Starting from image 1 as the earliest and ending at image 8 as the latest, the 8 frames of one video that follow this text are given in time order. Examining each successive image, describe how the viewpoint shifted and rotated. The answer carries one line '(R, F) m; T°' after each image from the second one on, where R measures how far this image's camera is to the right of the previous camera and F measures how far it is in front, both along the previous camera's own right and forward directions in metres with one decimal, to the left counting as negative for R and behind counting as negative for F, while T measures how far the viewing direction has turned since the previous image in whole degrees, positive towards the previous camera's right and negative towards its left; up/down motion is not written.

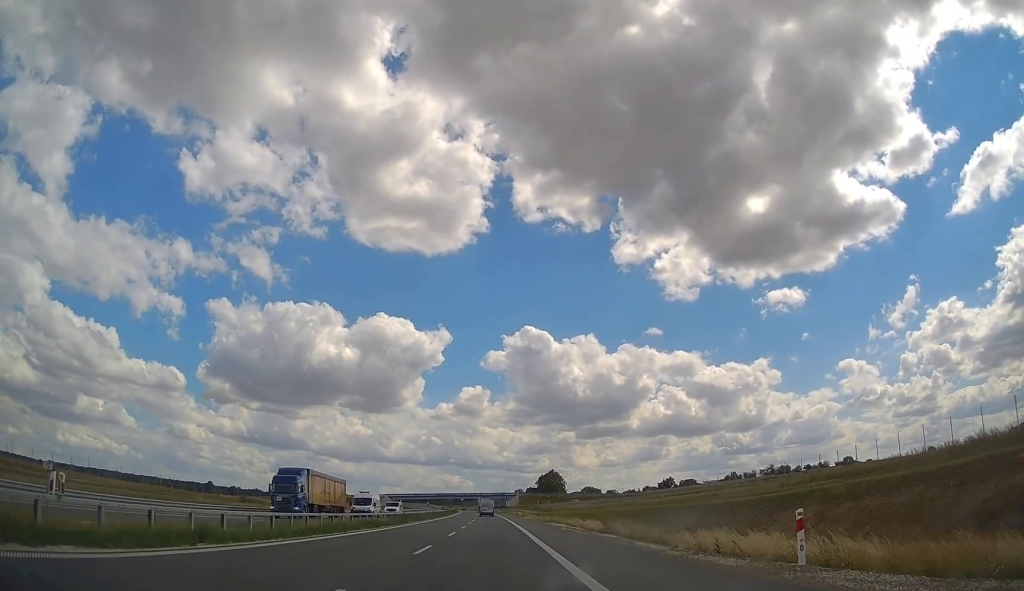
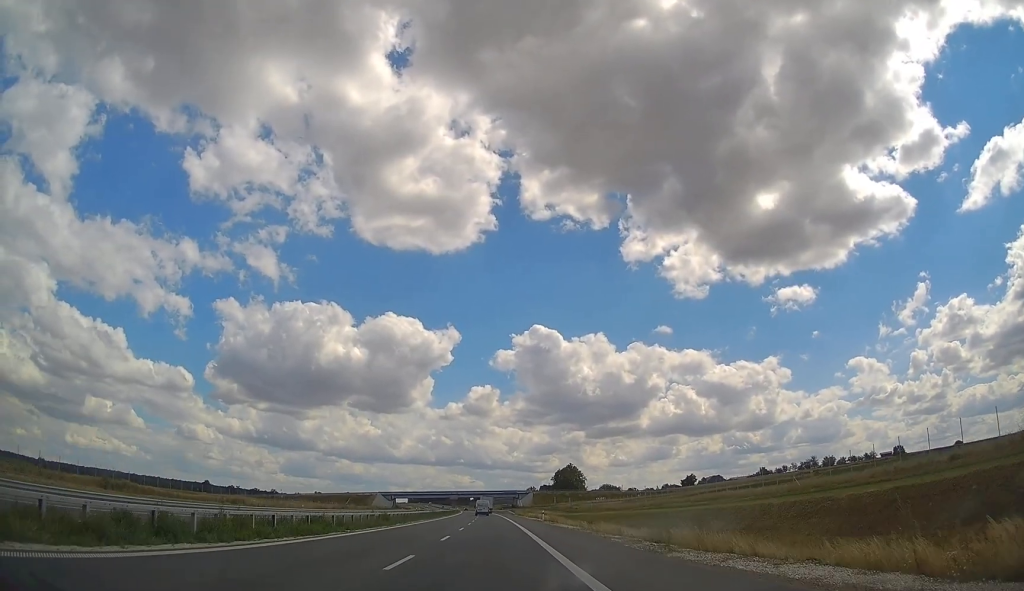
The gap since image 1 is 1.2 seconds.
(-0.3, +39.1) m; -1°
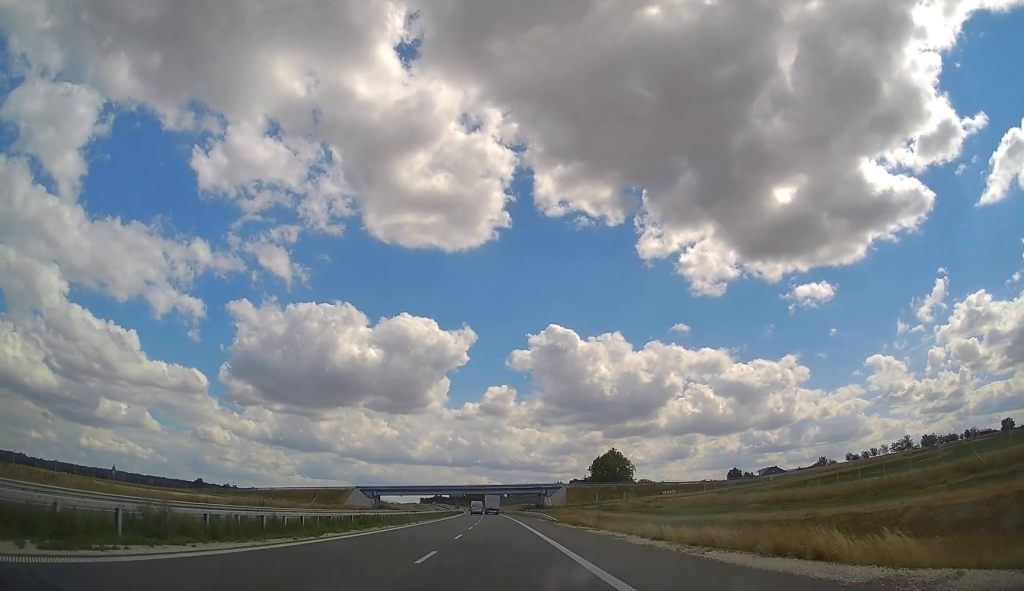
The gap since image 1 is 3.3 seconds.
(-0.9, +70.0) m; -1°
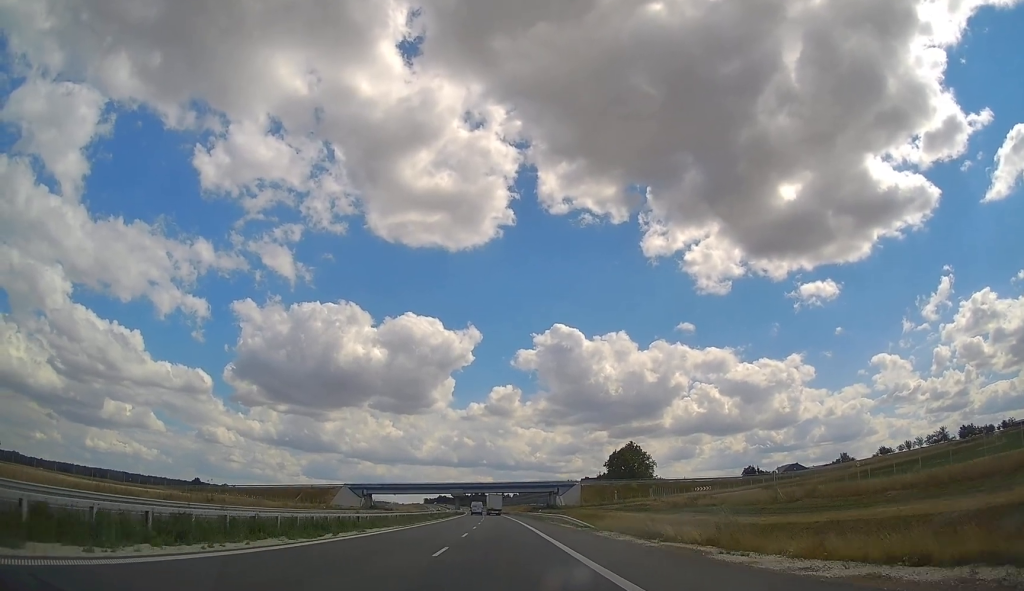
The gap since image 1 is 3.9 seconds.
(-0.1, +21.7) m; 0°
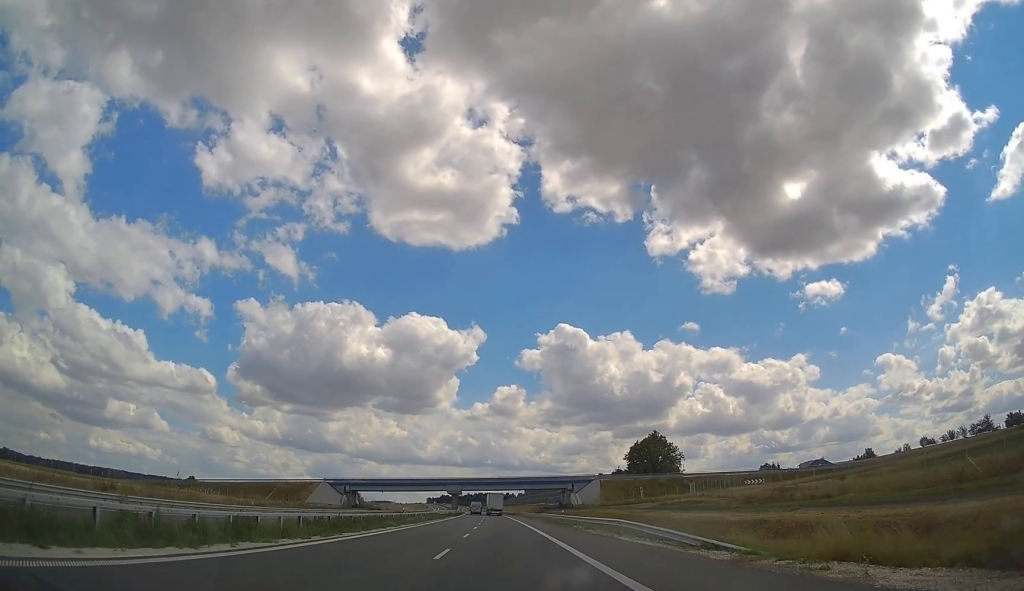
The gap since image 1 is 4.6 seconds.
(-0.1, +25.1) m; 0°
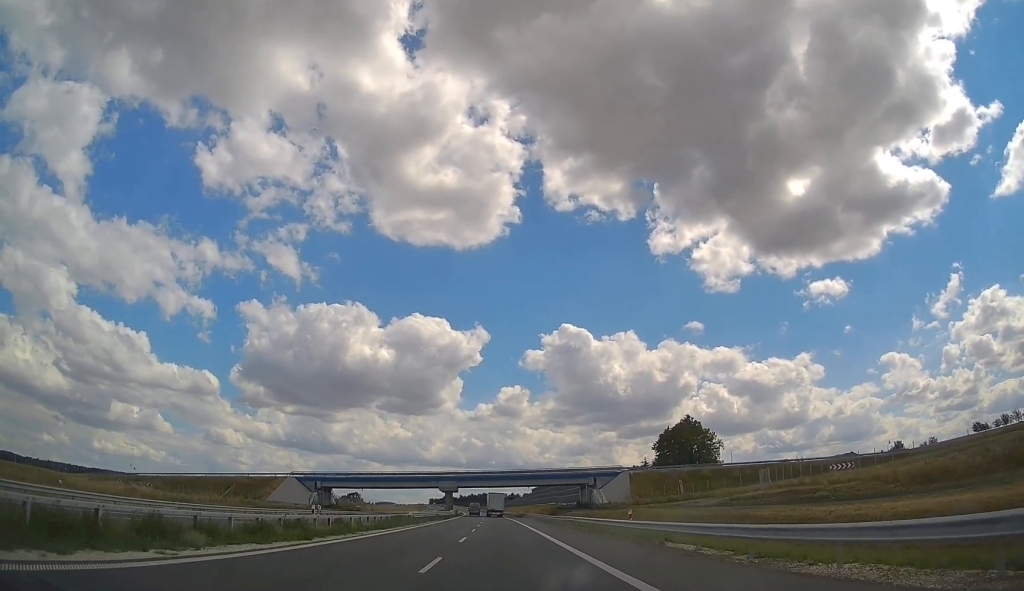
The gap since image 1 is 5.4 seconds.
(-0.2, +27.3) m; 0°
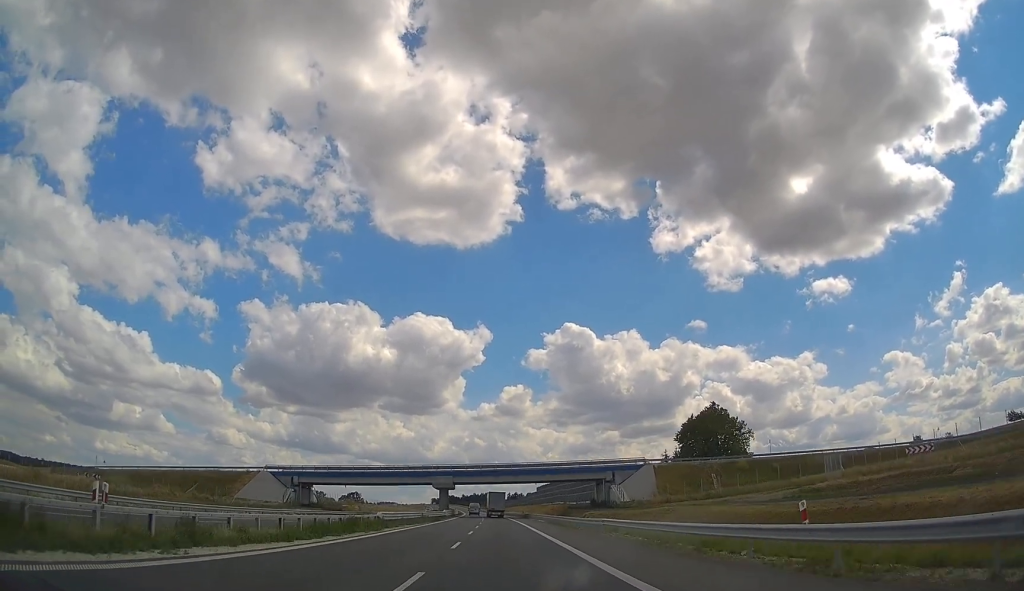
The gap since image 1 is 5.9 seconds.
(0.0, +15.9) m; 0°
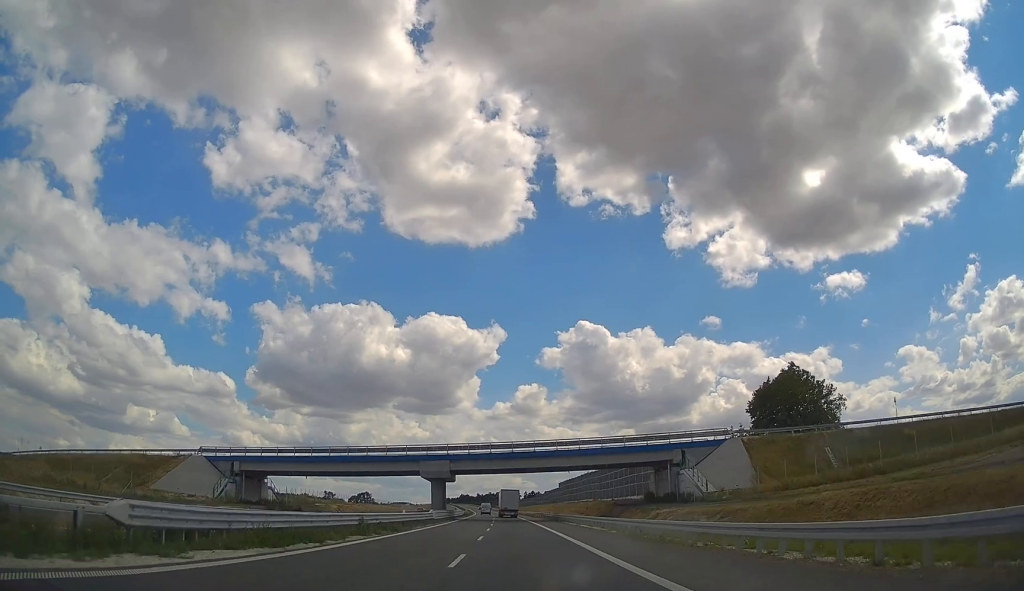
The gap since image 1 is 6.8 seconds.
(-0.1, +30.6) m; -1°
